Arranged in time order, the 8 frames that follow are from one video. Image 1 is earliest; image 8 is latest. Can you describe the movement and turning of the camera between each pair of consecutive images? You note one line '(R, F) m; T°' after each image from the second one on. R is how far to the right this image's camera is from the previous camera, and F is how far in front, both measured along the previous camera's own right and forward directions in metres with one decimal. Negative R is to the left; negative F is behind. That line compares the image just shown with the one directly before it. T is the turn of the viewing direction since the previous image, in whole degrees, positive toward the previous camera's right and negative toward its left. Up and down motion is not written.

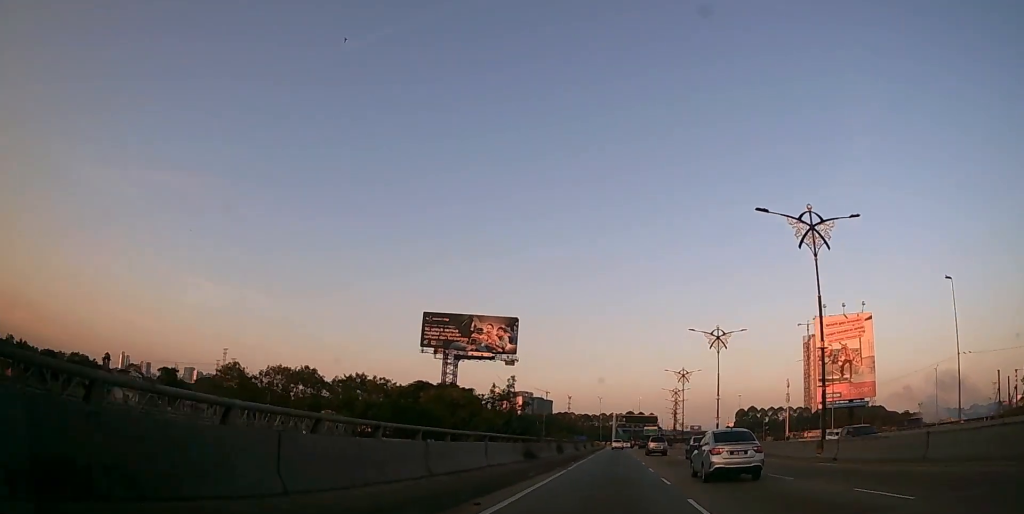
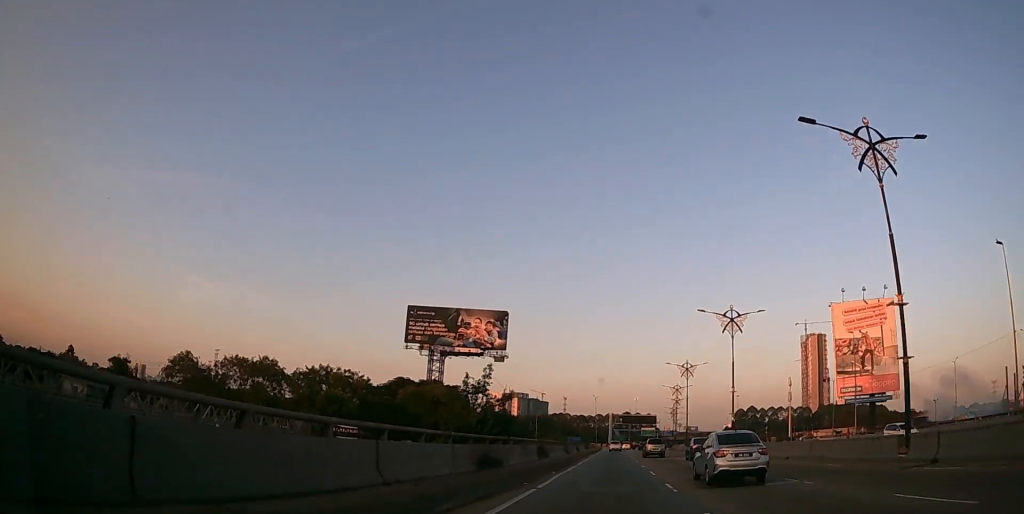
(0.0, +9.1) m; 0°
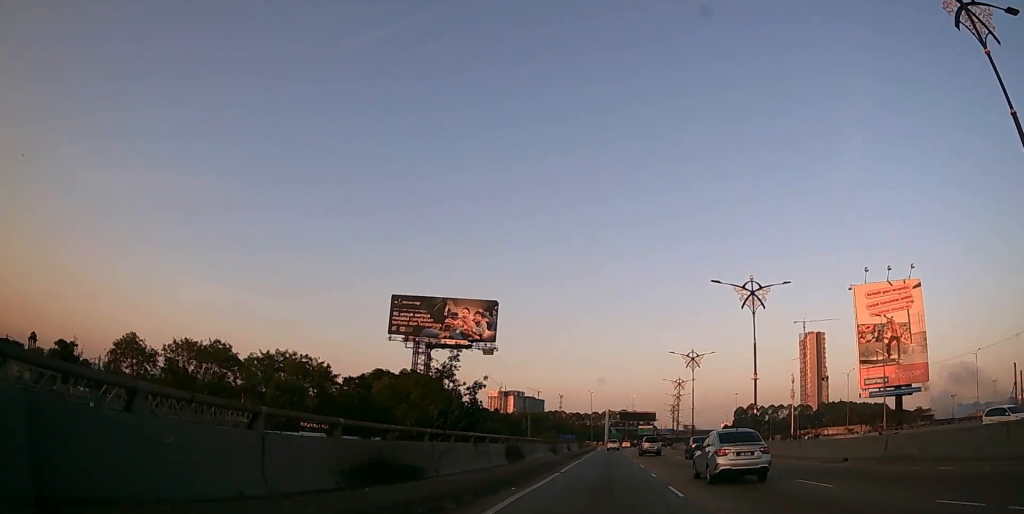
(0.0, +8.8) m; +1°
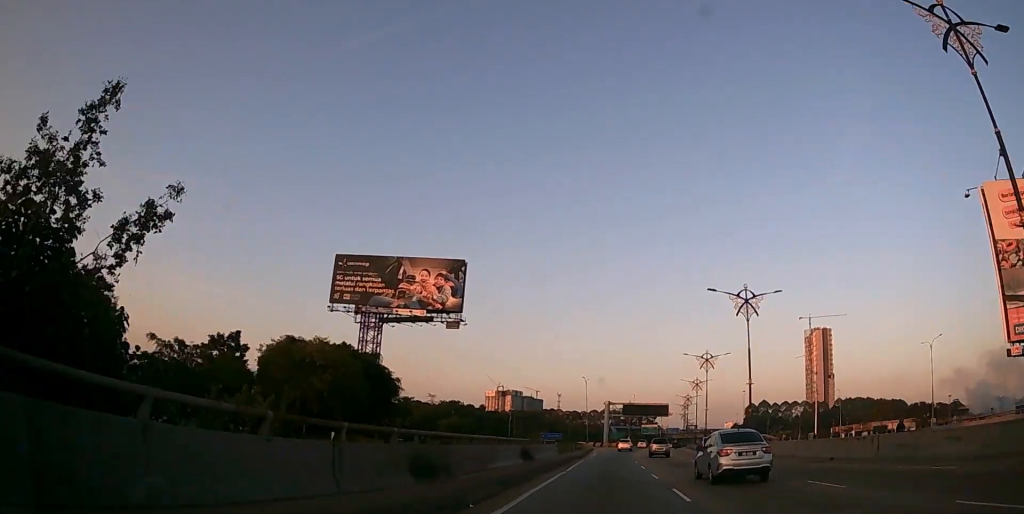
(+0.5, +29.3) m; +1°
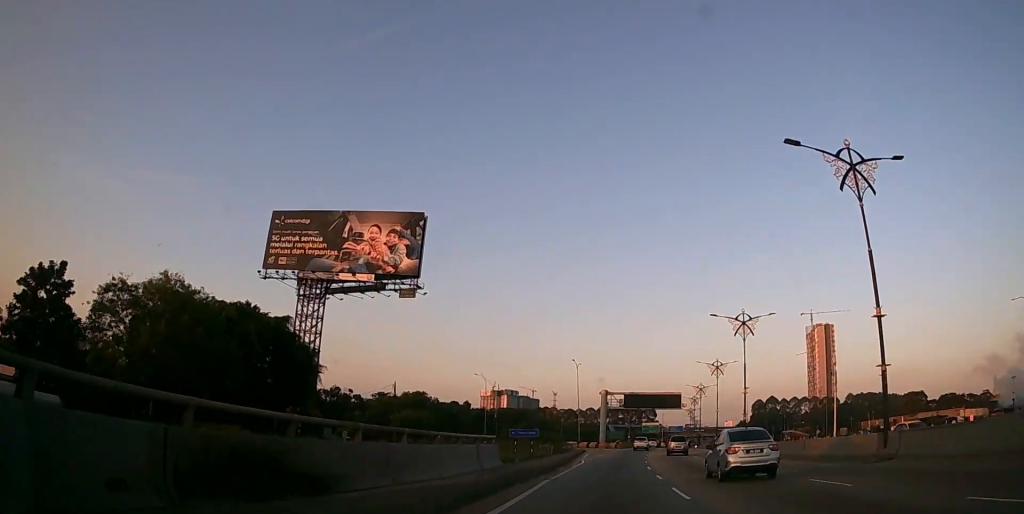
(0.0, +21.7) m; 0°
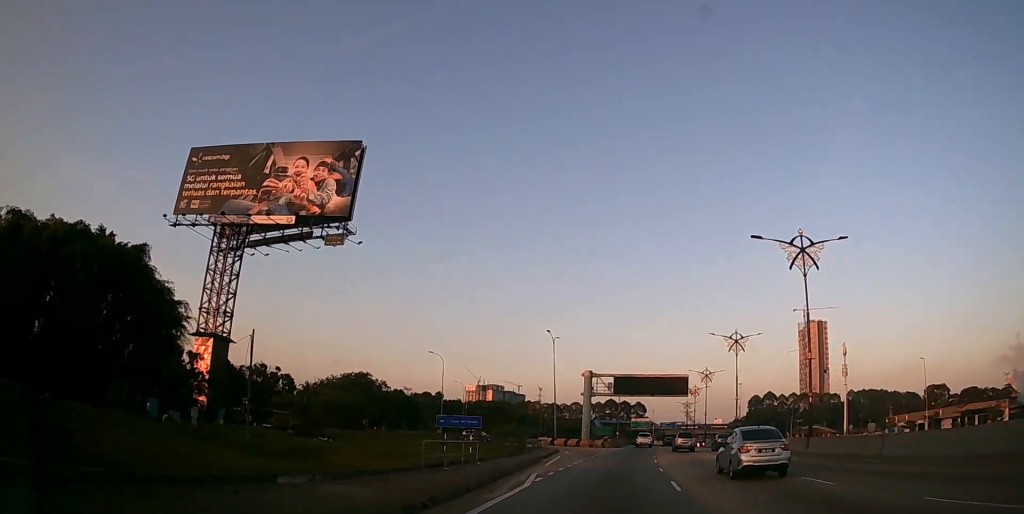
(0.0, +19.5) m; +1°
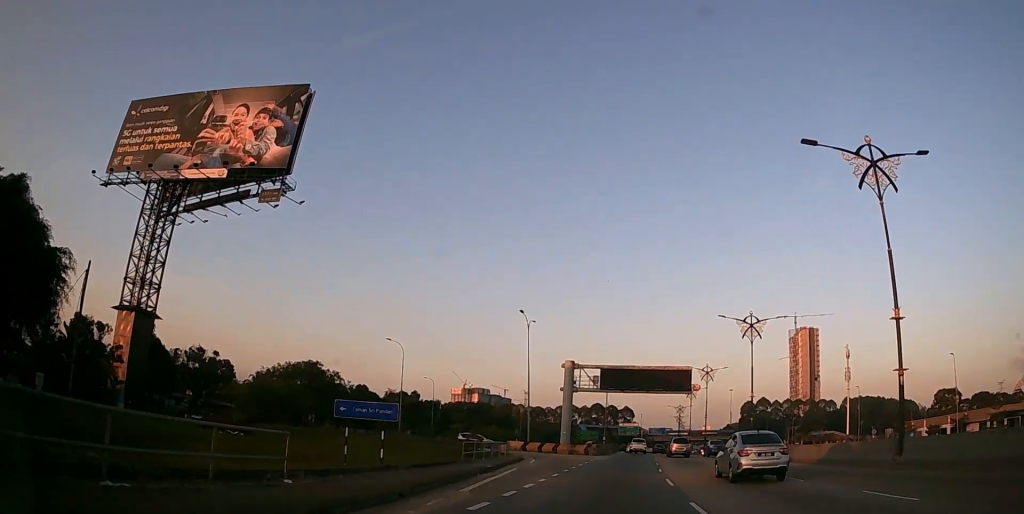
(+0.1, +11.9) m; +1°
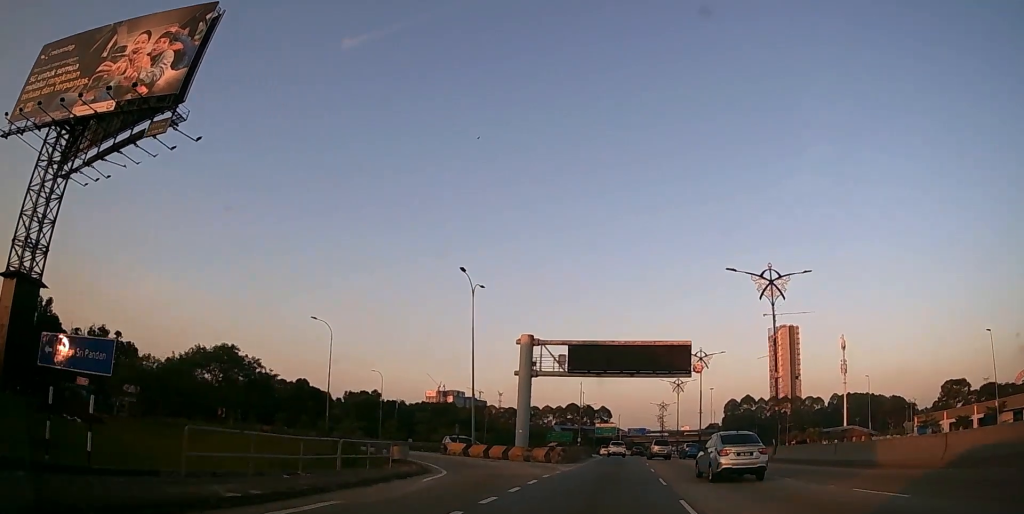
(+0.1, +13.8) m; +2°
